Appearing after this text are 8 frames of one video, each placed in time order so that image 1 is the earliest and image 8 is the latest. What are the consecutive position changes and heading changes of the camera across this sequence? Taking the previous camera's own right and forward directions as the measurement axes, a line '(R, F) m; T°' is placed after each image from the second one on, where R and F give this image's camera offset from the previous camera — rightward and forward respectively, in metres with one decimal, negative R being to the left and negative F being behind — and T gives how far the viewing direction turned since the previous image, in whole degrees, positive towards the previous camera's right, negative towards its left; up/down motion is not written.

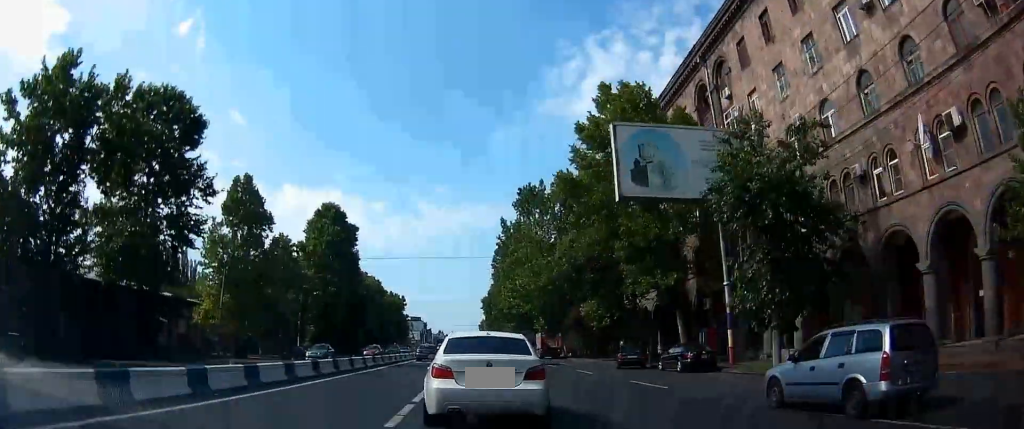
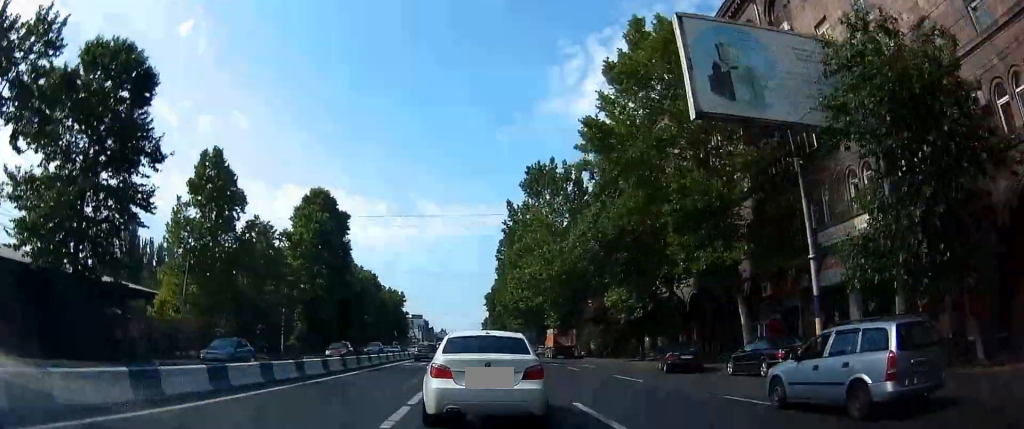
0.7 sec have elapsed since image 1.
(+0.4, +8.3) m; -1°
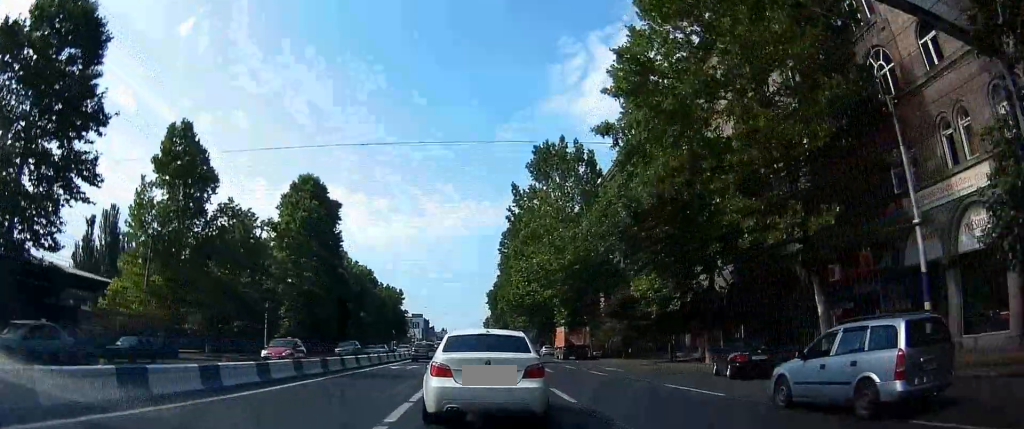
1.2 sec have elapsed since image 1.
(-0.4, +6.1) m; -1°
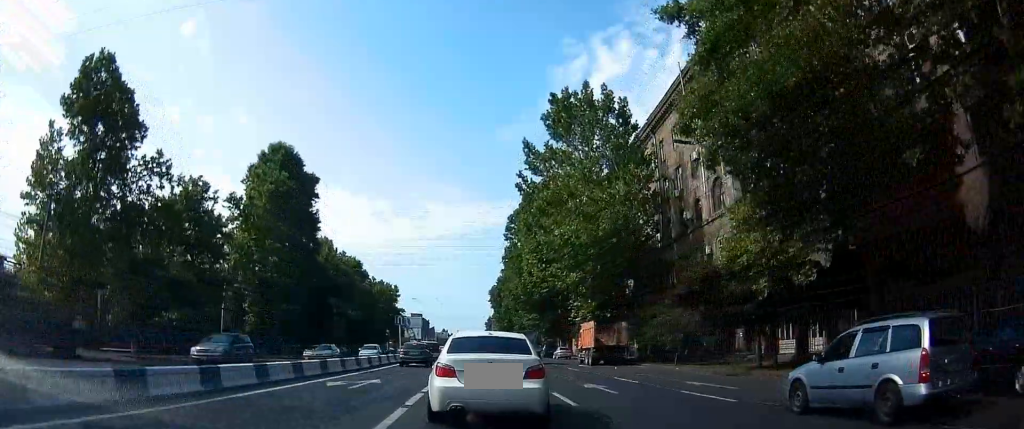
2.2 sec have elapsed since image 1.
(-0.2, +11.8) m; 0°
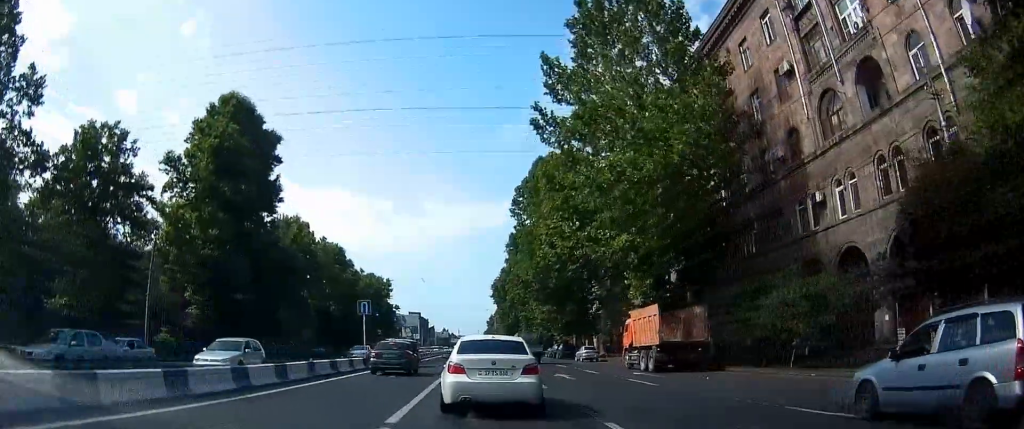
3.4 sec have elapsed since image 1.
(+0.2, +14.3) m; +1°
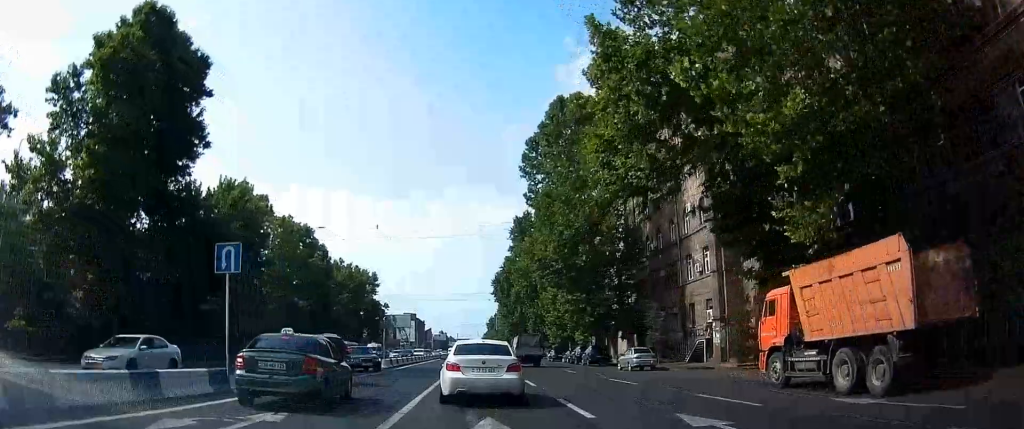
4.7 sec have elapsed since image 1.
(-0.1, +19.6) m; -2°
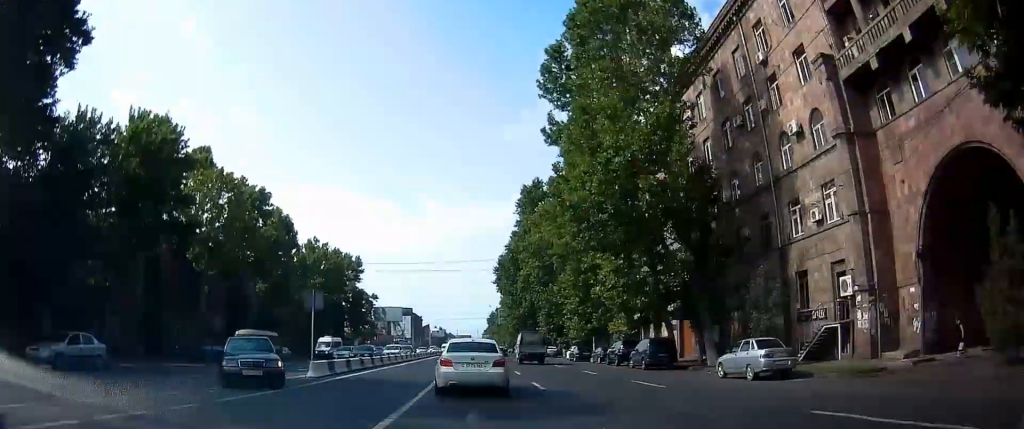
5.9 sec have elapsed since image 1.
(-0.3, +17.7) m; +1°
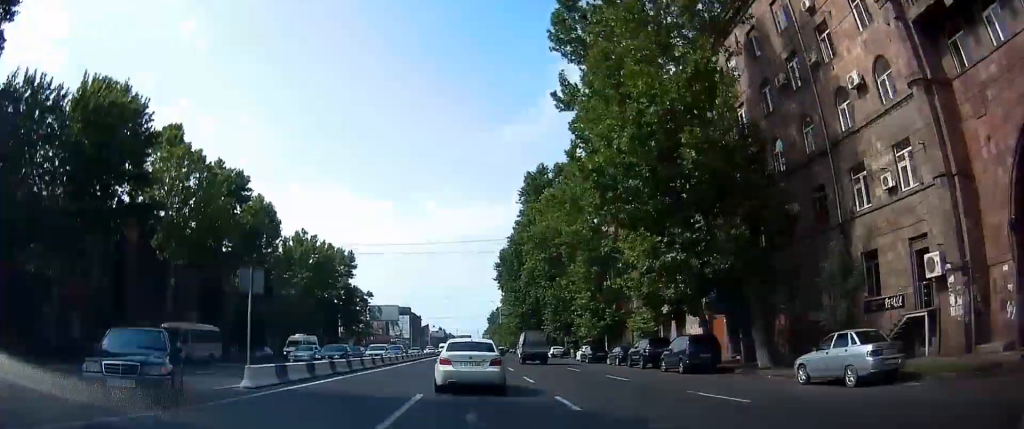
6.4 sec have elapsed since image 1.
(+0.1, +5.7) m; +1°
